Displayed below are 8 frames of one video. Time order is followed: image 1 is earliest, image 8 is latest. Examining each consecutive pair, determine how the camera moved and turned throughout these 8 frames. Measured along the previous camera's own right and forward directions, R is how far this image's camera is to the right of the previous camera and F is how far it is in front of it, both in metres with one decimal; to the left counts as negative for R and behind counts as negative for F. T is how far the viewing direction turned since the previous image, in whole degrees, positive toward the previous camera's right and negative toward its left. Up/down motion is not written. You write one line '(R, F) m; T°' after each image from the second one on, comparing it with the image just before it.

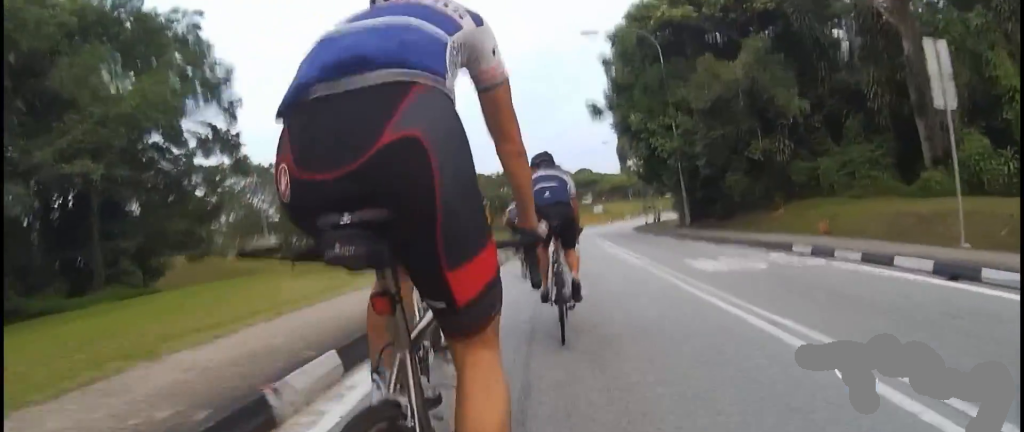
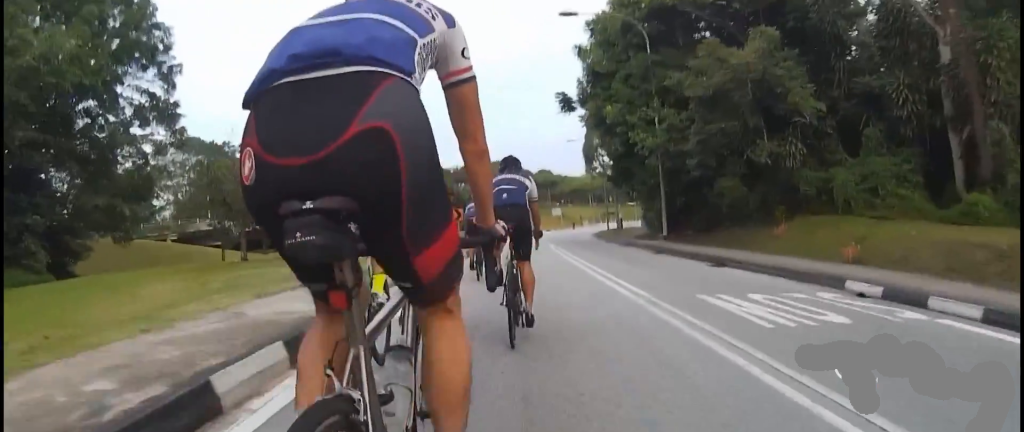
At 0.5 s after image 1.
(+0.2, +4.0) m; +5°
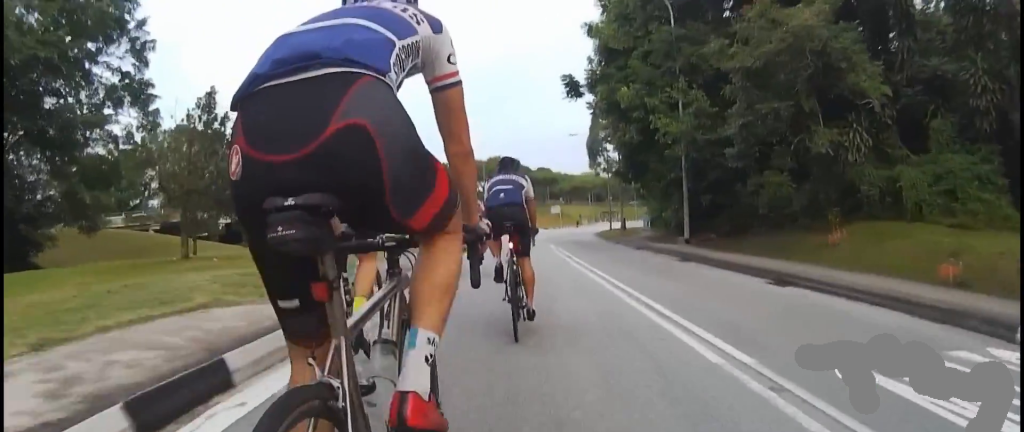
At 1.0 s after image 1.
(+0.2, +3.7) m; +2°
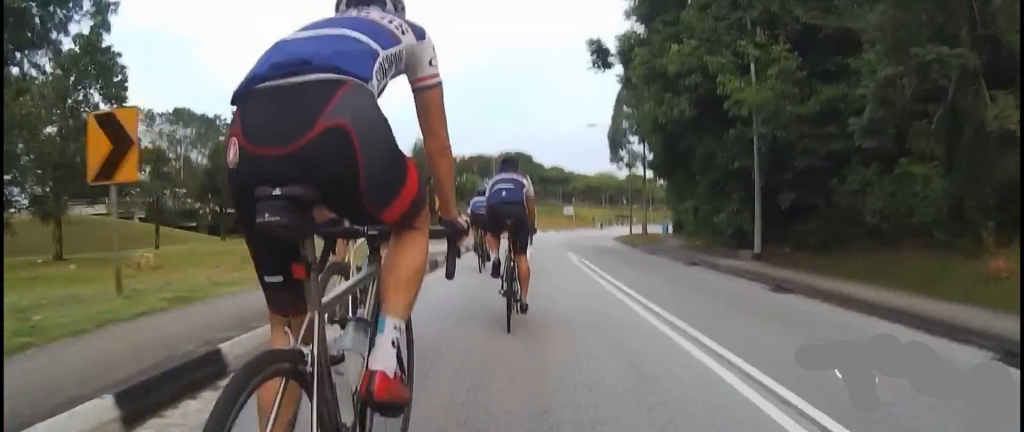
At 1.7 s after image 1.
(+0.2, +5.8) m; 0°
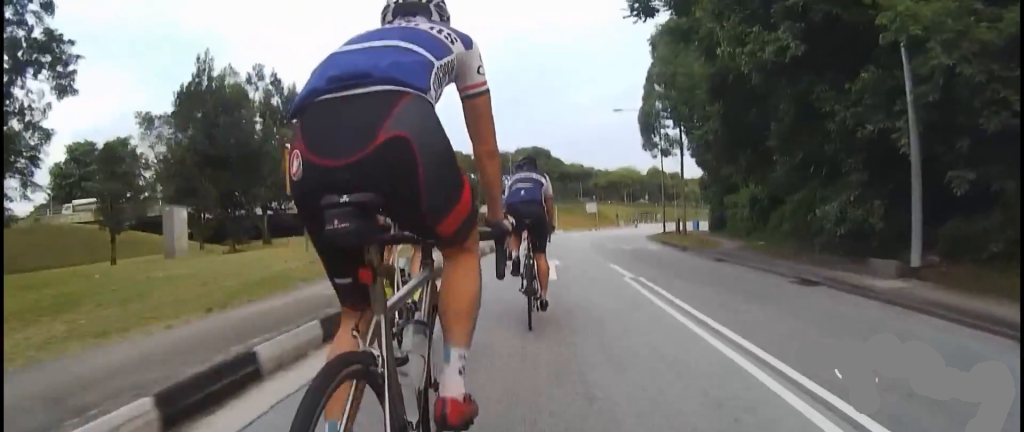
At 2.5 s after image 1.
(0.0, +6.2) m; -2°
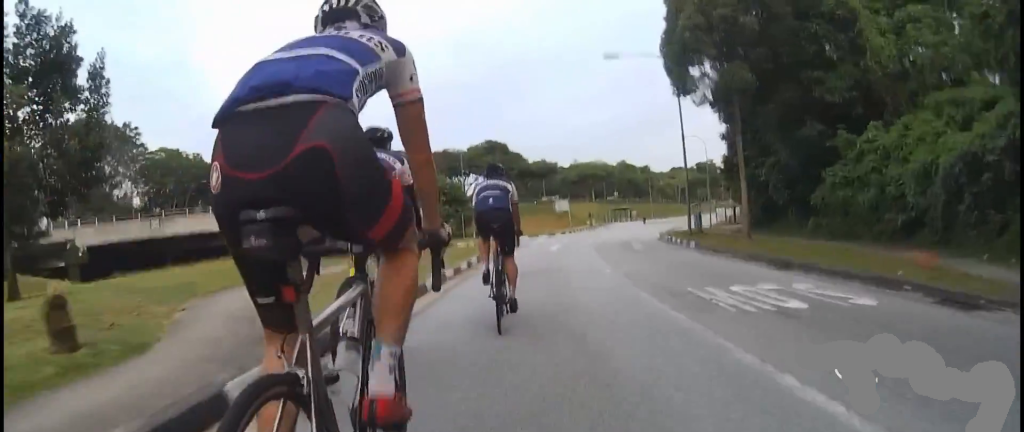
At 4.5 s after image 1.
(+2.6, +16.5) m; +12°
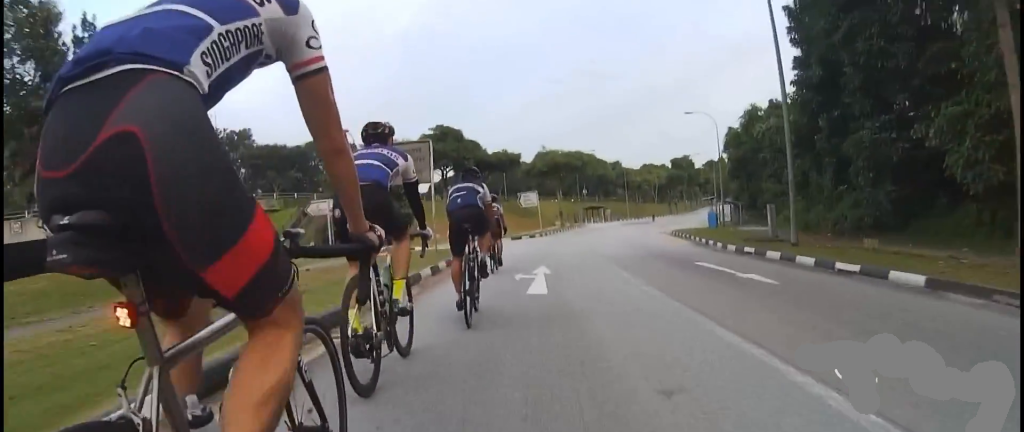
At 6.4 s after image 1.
(-3.0, +14.8) m; -4°
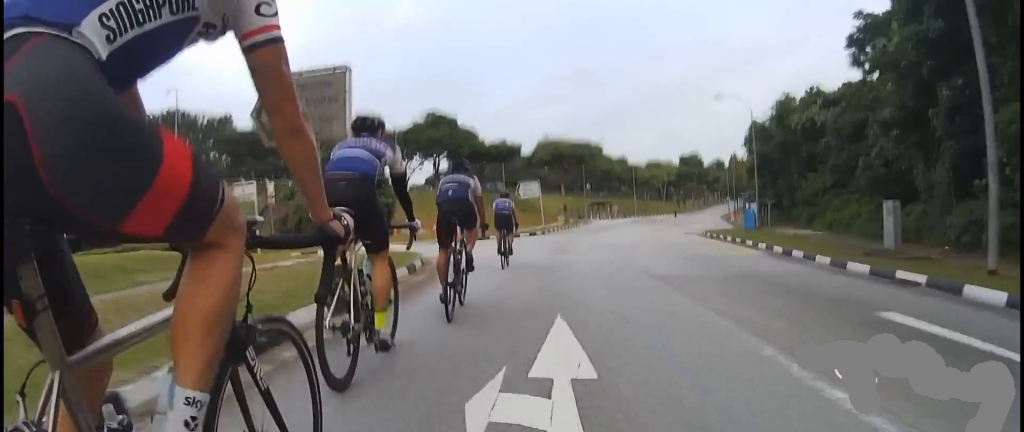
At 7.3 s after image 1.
(+1.5, +7.3) m; +5°
